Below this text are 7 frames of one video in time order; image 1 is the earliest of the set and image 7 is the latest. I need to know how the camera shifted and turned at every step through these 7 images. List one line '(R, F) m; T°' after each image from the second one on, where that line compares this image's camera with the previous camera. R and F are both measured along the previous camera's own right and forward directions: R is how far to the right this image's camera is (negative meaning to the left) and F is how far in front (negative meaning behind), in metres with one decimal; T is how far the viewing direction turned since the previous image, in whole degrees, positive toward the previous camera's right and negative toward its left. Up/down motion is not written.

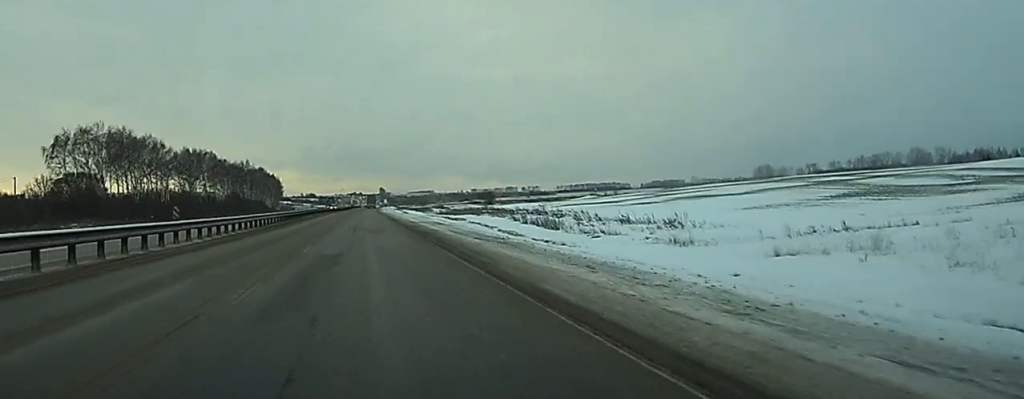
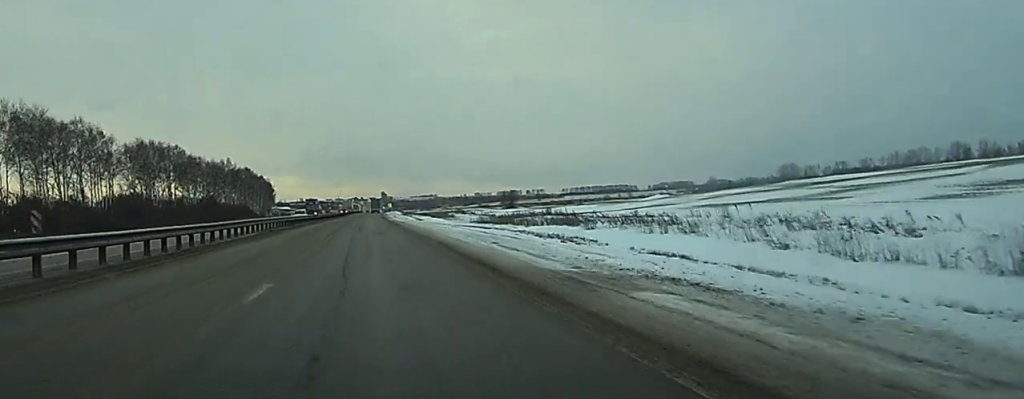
(+0.2, +48.6) m; 0°
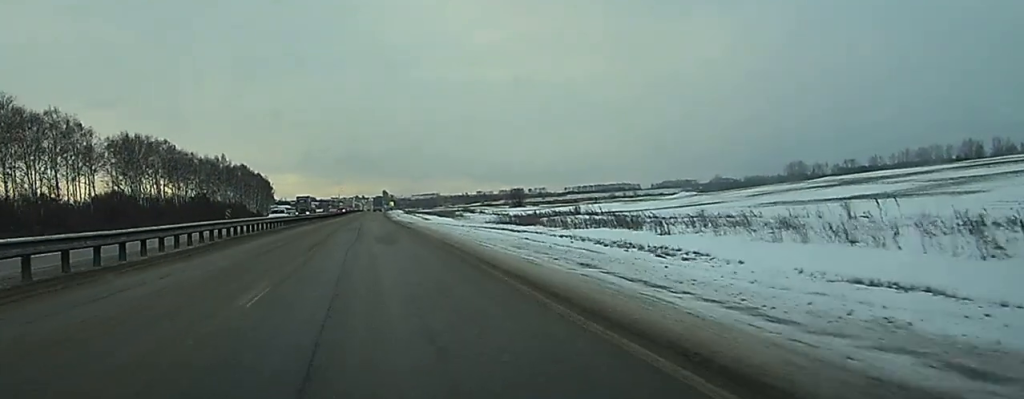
(0.0, +12.7) m; 0°
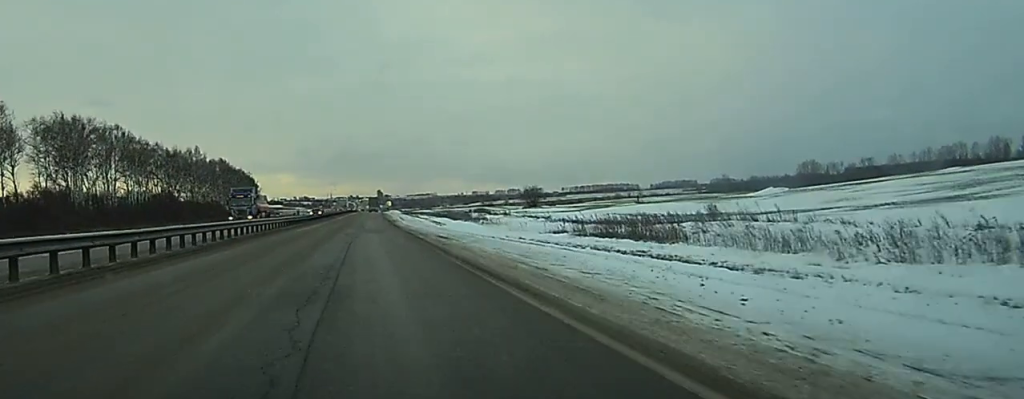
(0.0, +34.3) m; 0°
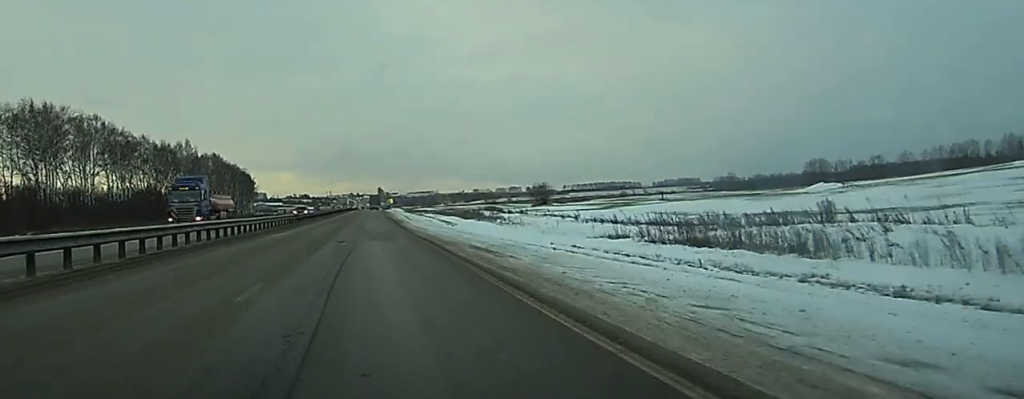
(-0.1, +13.3) m; 0°
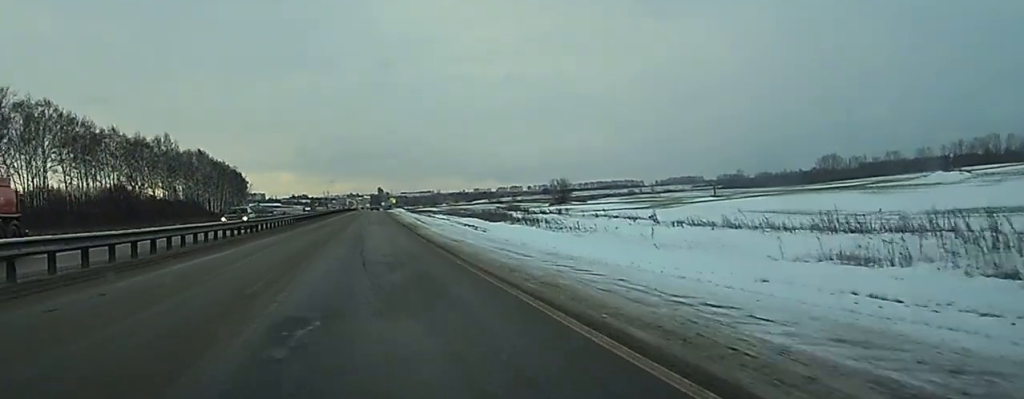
(0.0, +23.0) m; 0°
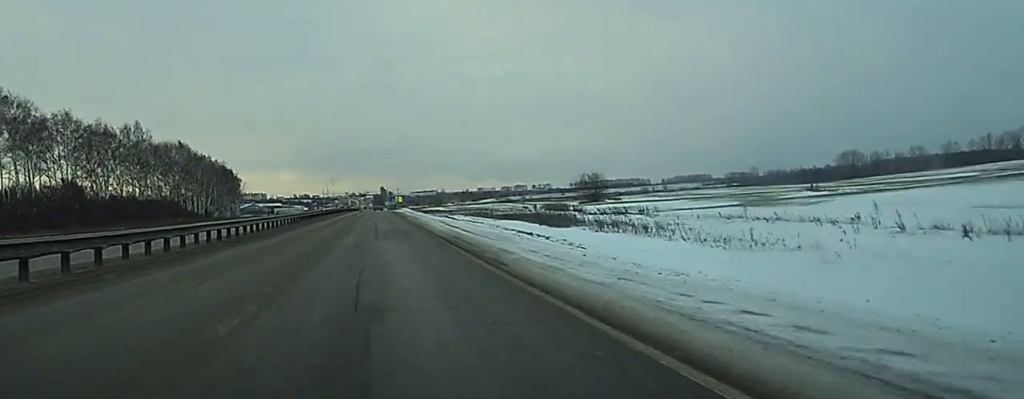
(-0.1, +28.5) m; 0°
